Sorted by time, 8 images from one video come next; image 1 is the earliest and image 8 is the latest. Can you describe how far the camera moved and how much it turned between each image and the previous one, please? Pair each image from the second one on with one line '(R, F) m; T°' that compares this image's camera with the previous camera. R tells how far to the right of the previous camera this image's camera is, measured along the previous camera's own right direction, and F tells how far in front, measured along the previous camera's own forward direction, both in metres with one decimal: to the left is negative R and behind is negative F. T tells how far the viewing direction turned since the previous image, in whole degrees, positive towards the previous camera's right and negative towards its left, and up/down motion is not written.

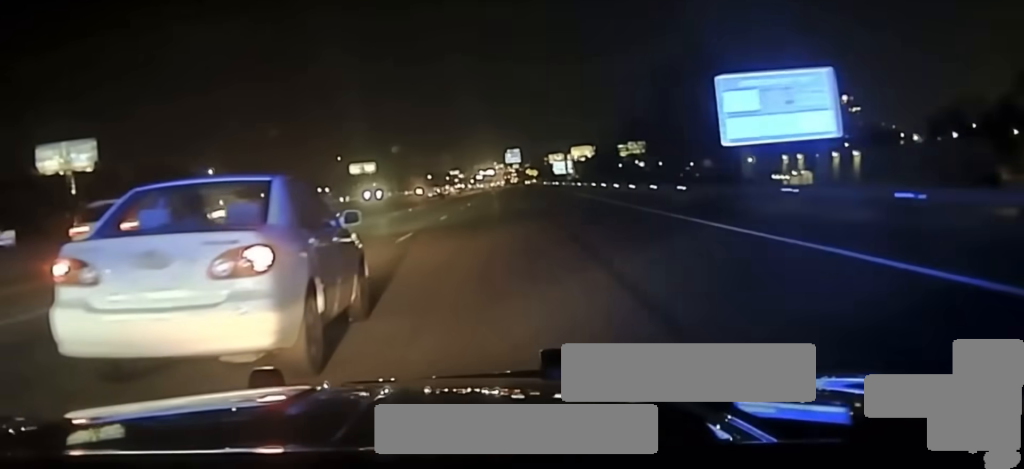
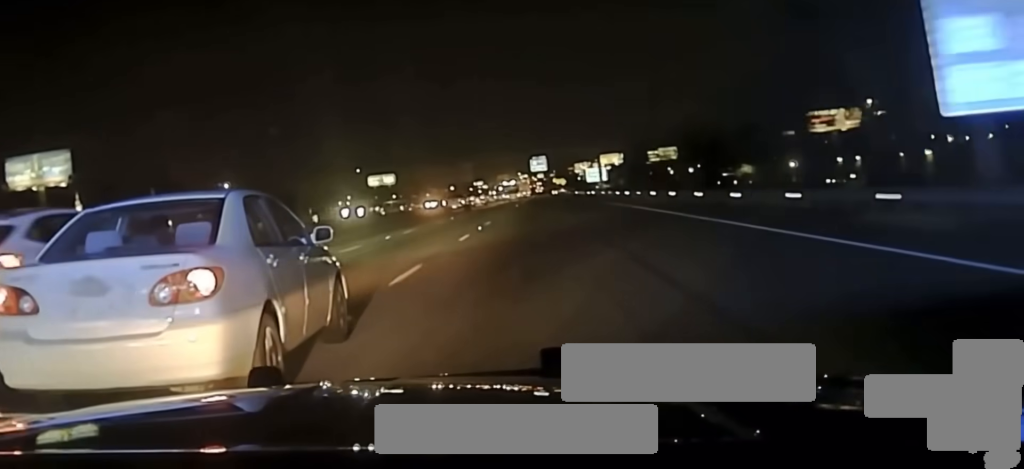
(-0.6, +20.9) m; -1°
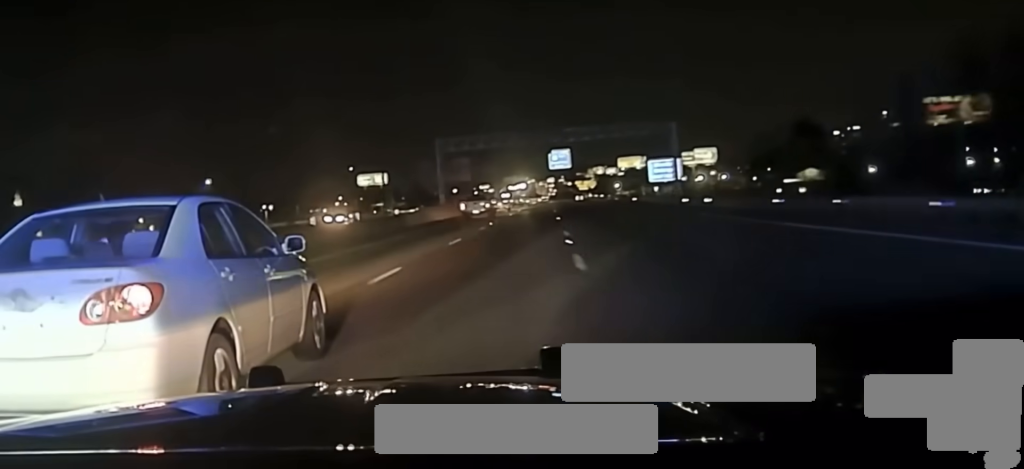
(-0.3, +60.4) m; -1°
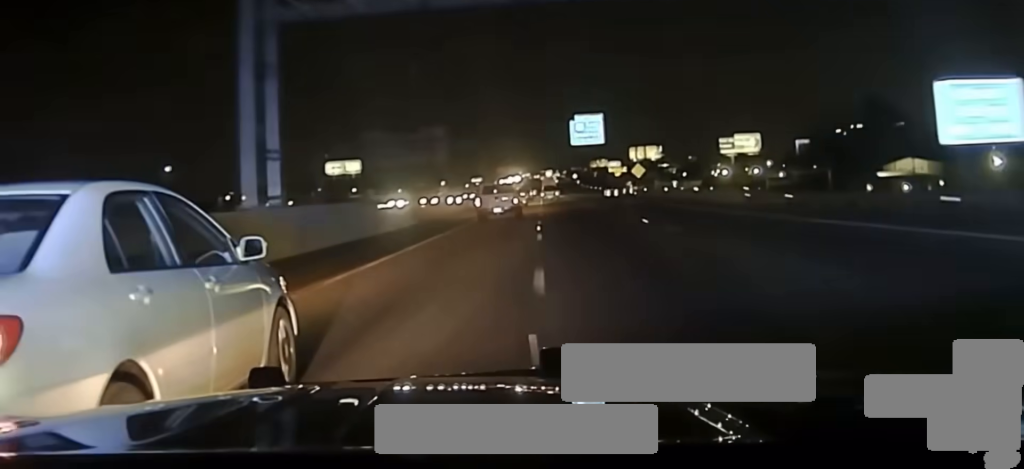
(-0.8, +63.1) m; 0°
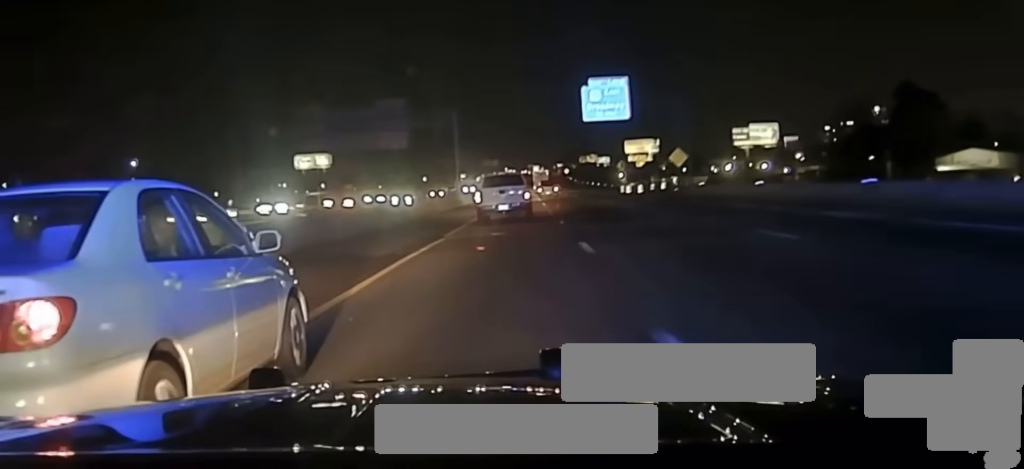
(+0.1, +32.0) m; +1°
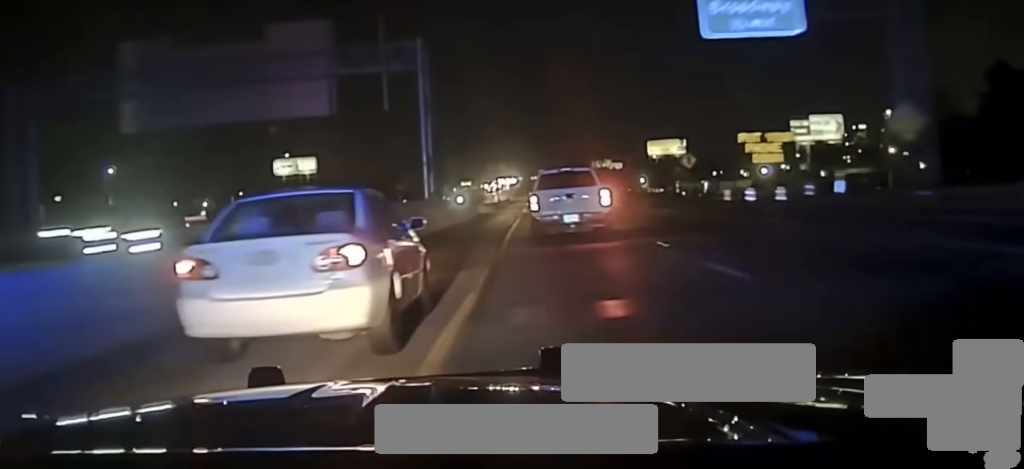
(+0.3, +44.1) m; 0°
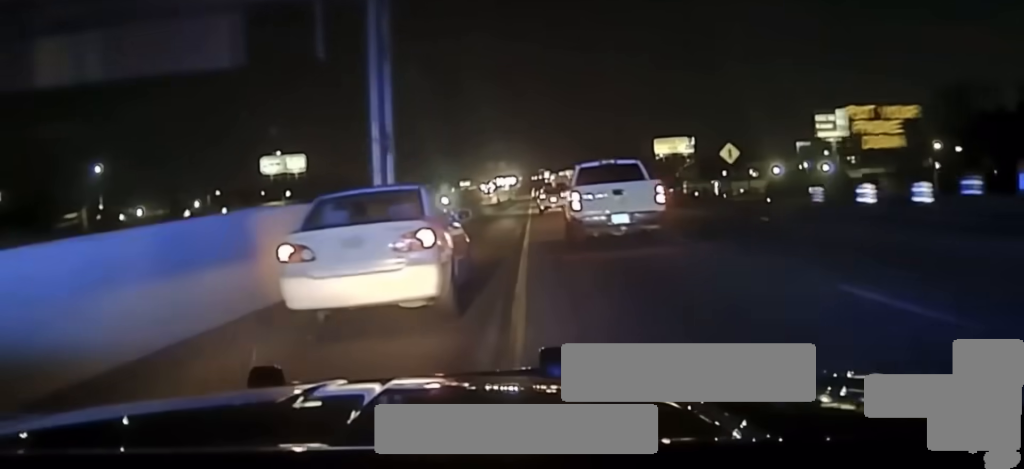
(+0.1, +15.8) m; 0°
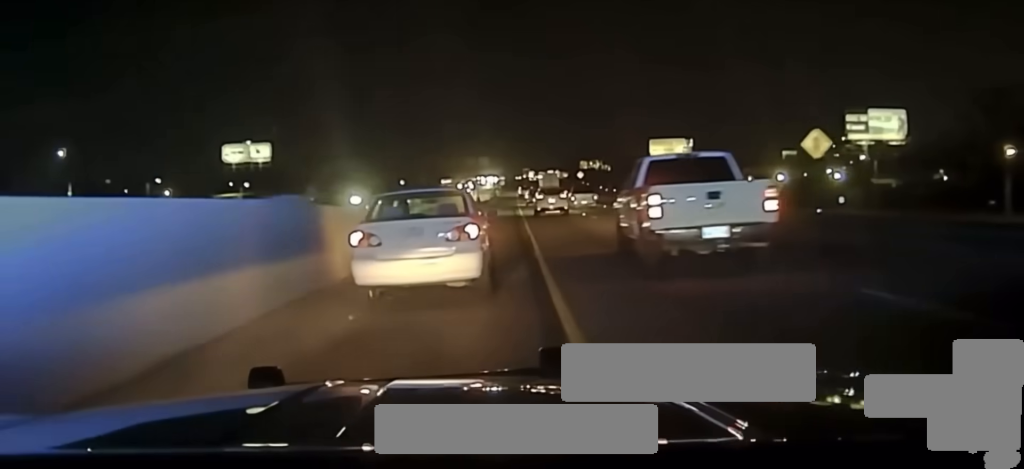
(-0.2, +24.5) m; 0°
